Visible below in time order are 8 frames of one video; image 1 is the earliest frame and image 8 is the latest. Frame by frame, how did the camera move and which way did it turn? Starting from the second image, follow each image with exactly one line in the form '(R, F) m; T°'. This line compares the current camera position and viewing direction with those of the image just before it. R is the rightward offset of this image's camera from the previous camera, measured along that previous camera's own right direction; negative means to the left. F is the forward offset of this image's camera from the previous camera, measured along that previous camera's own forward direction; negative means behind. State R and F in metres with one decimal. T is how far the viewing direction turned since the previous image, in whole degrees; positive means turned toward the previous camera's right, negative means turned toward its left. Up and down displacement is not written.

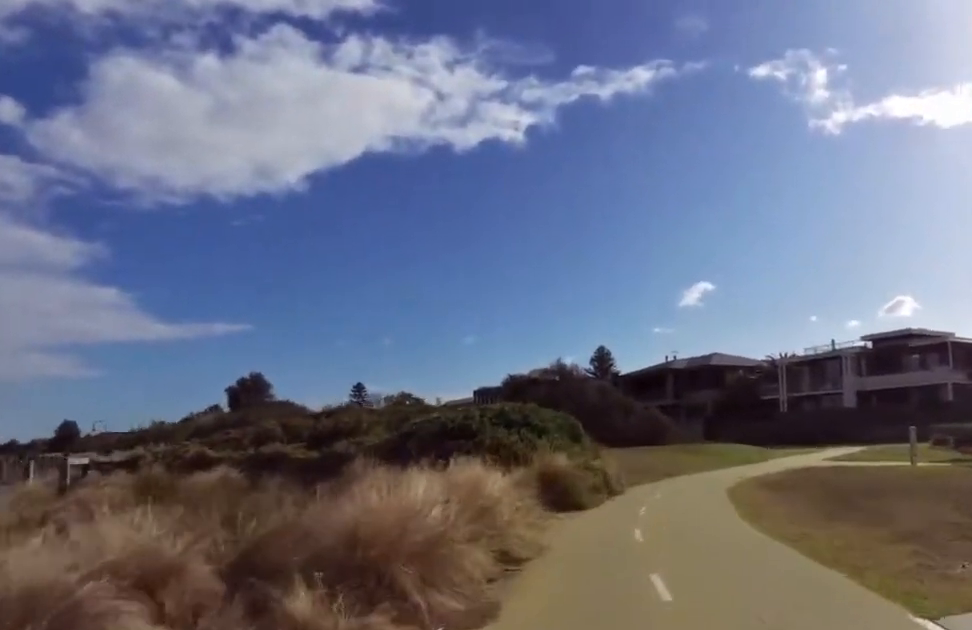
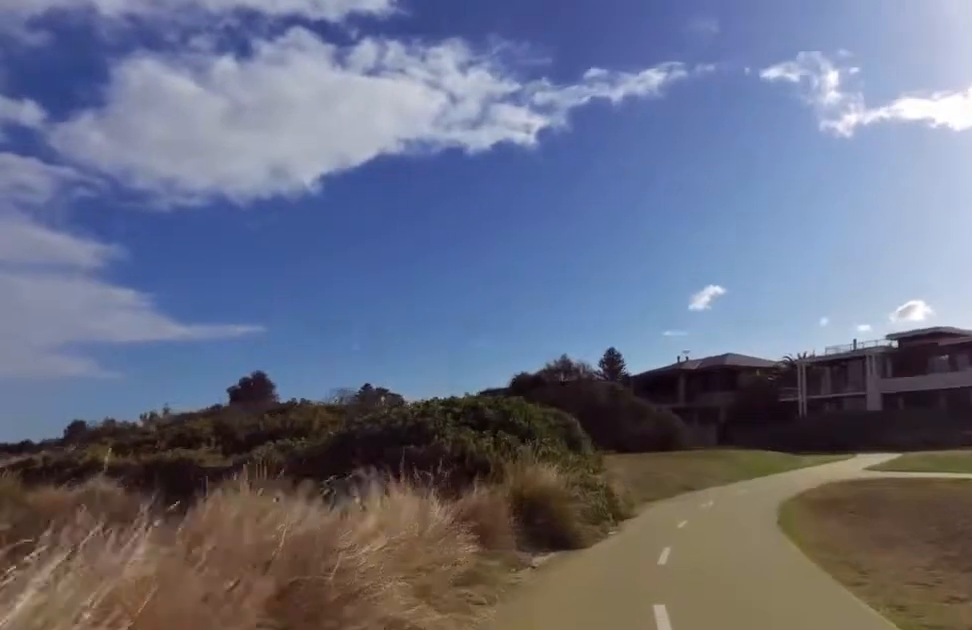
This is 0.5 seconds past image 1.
(+0.4, +3.2) m; +1°
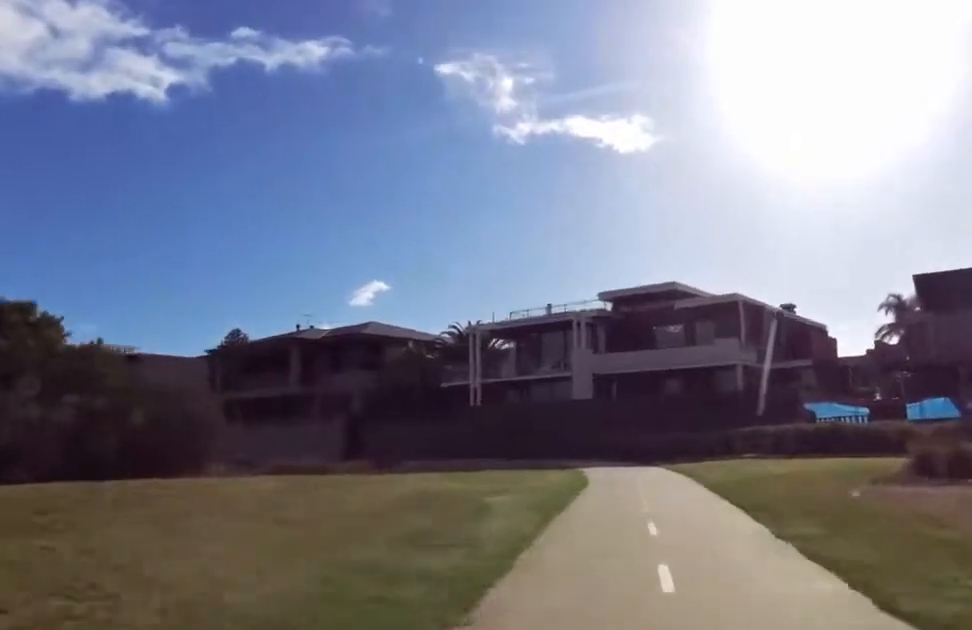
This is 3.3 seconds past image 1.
(+2.3, +21.2) m; +10°
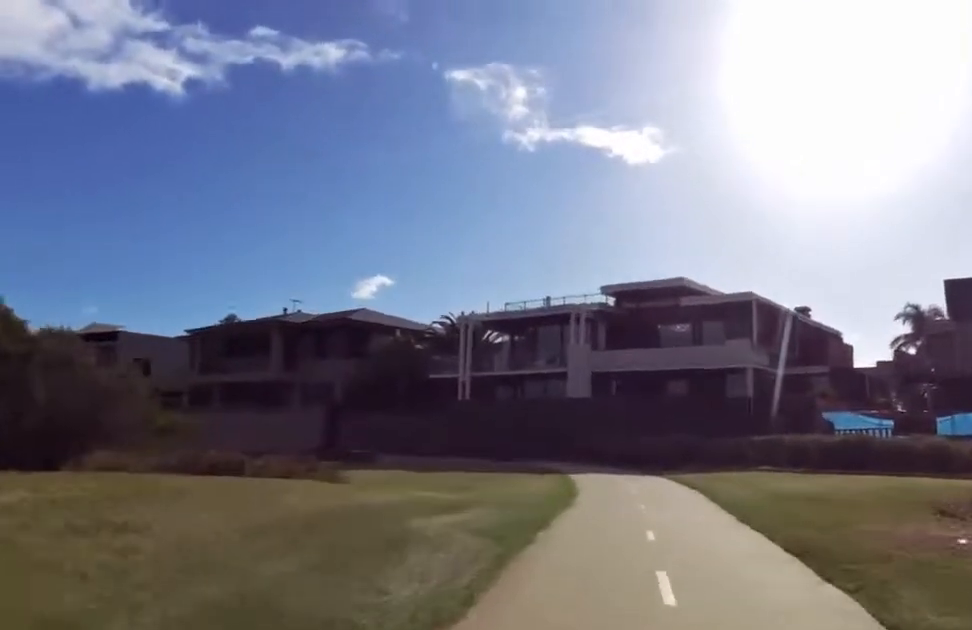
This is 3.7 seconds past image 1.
(-0.4, +3.2) m; 0°
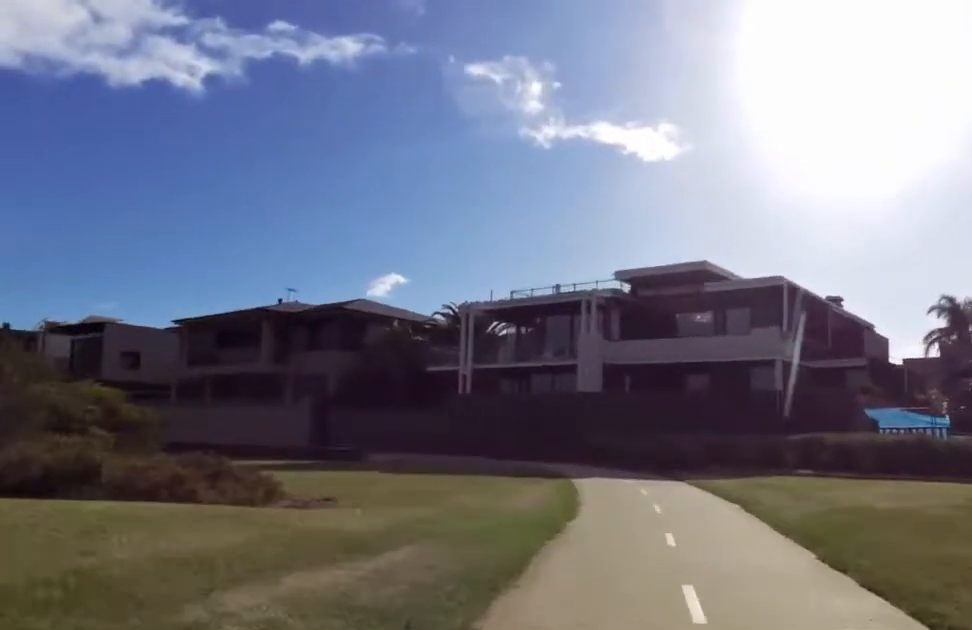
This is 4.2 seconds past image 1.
(+0.2, +3.6) m; +3°
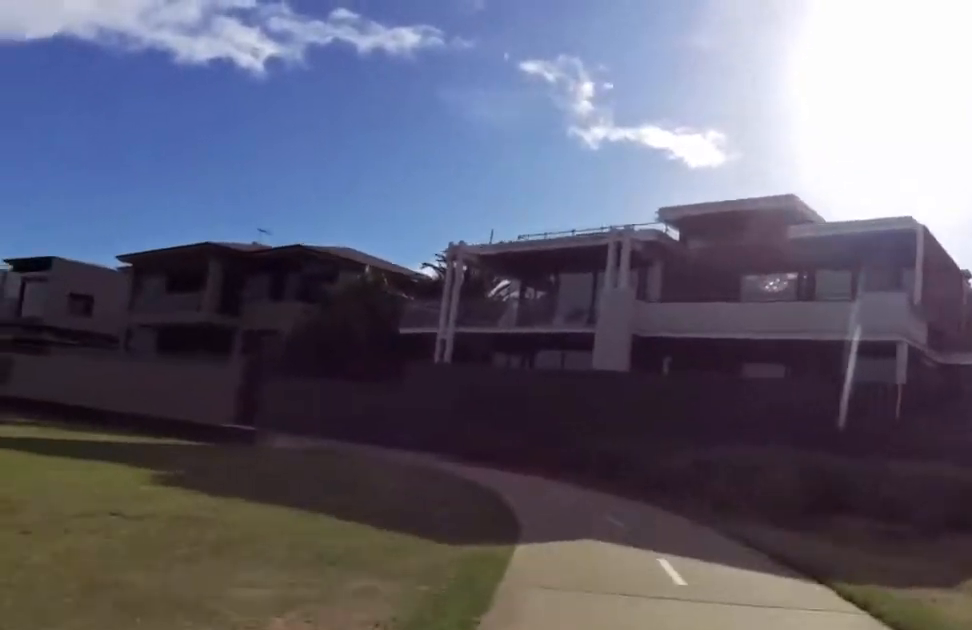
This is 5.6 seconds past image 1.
(+1.1, +10.7) m; +3°
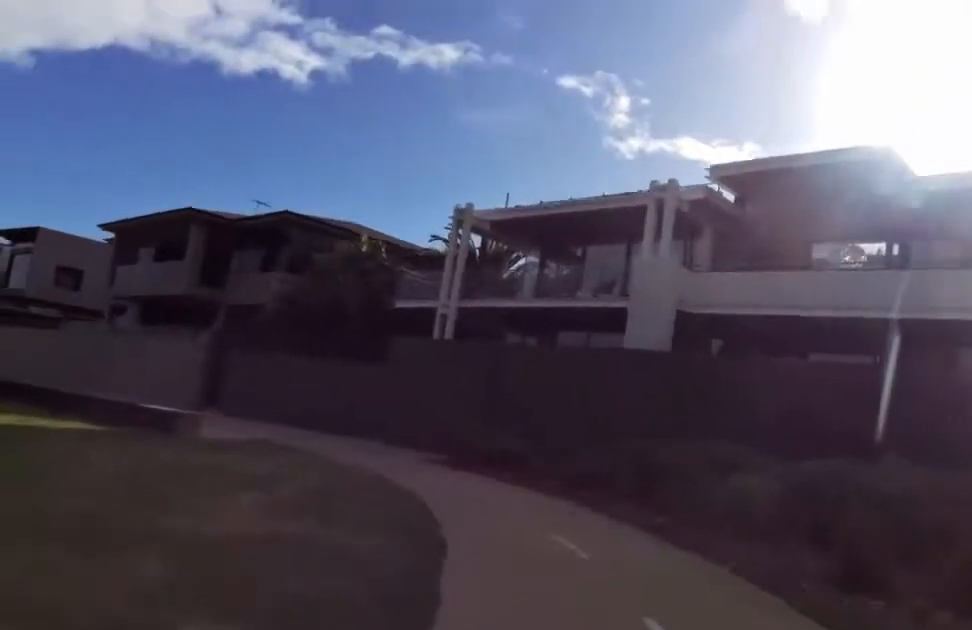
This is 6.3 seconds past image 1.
(-0.1, +4.9) m; -7°
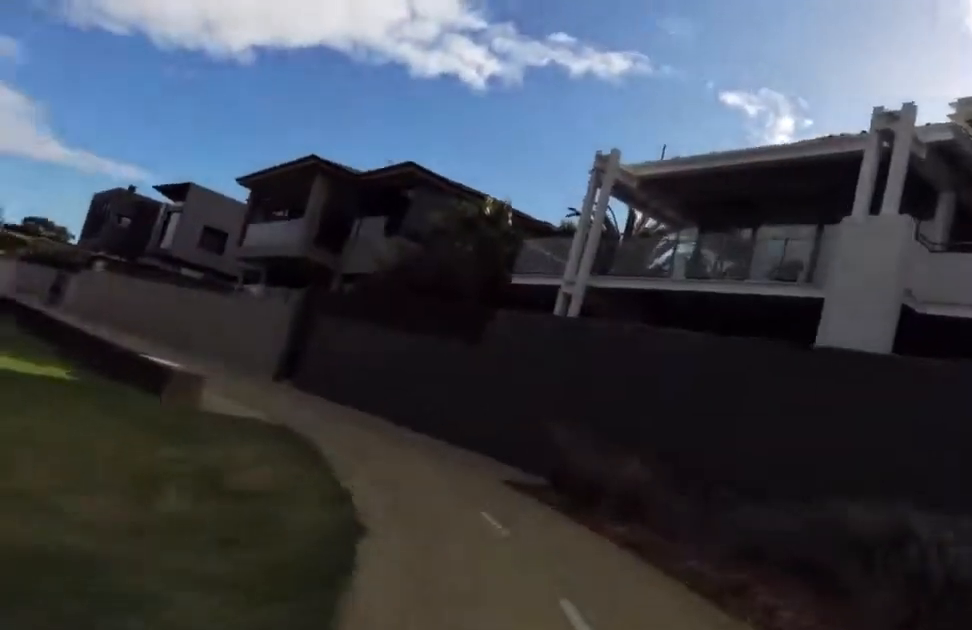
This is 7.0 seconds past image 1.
(-0.3, +5.6) m; -12°
